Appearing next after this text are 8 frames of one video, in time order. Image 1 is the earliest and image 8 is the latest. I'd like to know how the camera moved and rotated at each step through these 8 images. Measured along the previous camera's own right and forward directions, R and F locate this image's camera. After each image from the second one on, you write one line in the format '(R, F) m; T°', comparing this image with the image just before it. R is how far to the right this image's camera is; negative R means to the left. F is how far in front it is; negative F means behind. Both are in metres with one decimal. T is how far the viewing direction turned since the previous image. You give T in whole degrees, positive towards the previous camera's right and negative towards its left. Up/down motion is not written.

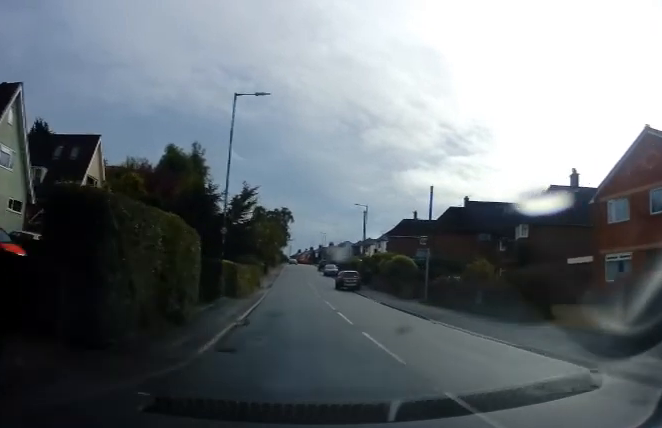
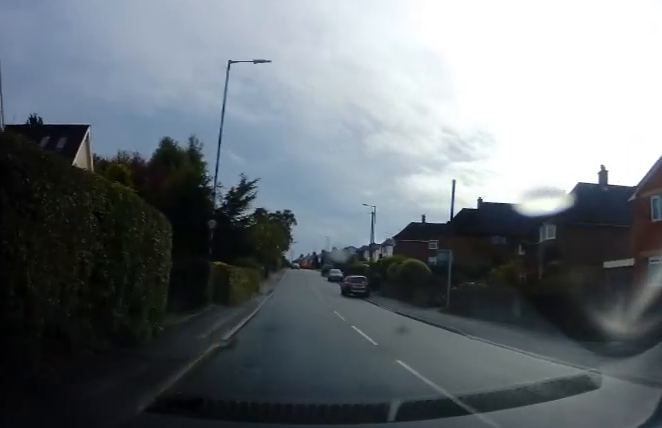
(-0.1, +3.4) m; 0°
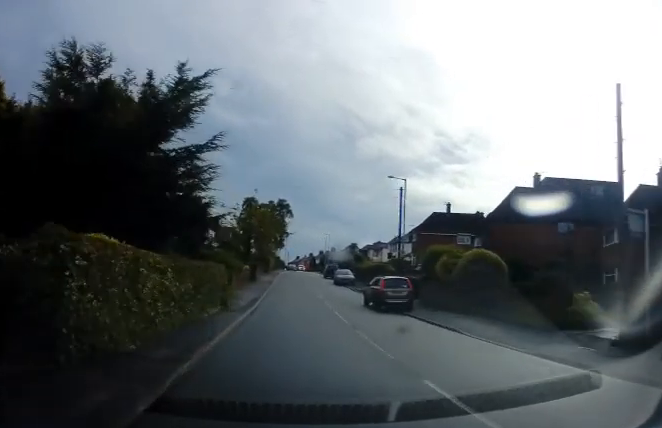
(+0.3, +13.5) m; +1°
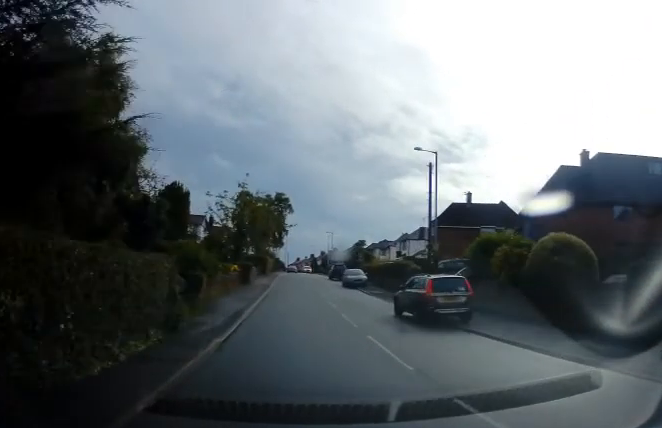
(+0.1, +7.0) m; -1°
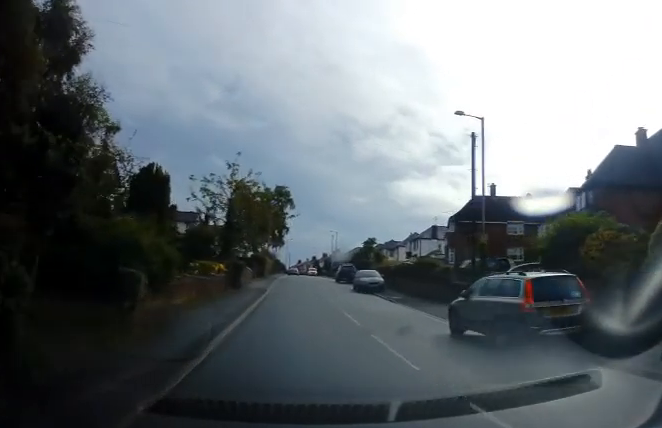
(-0.2, +6.1) m; 0°
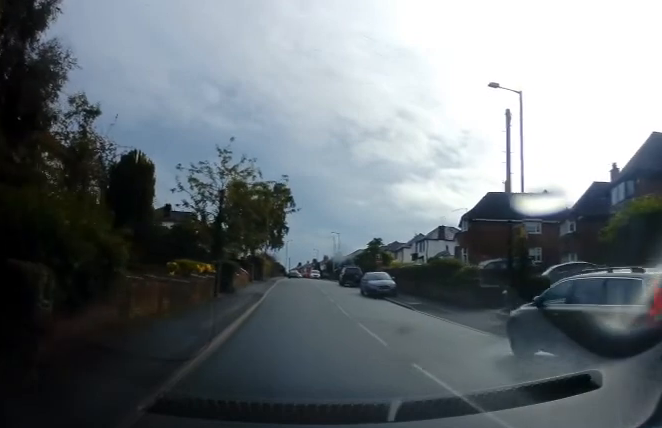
(-0.1, +3.3) m; 0°
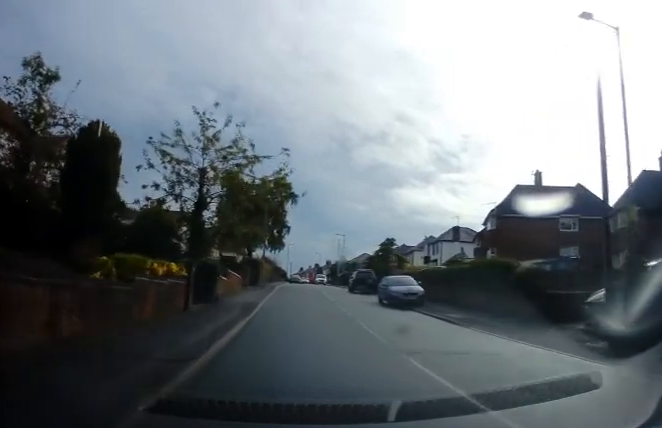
(+0.2, +5.6) m; 0°
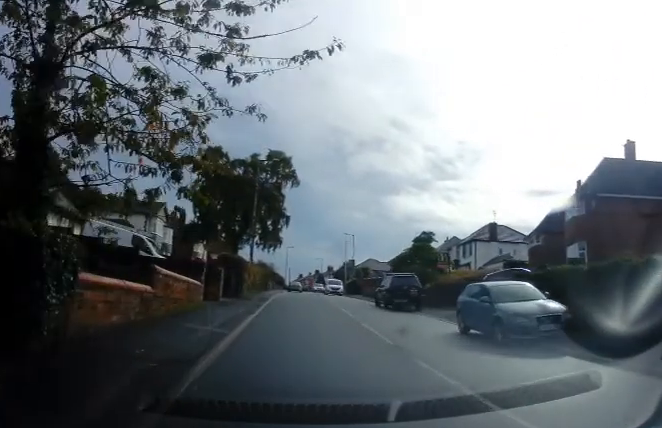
(+0.1, +11.8) m; +2°
